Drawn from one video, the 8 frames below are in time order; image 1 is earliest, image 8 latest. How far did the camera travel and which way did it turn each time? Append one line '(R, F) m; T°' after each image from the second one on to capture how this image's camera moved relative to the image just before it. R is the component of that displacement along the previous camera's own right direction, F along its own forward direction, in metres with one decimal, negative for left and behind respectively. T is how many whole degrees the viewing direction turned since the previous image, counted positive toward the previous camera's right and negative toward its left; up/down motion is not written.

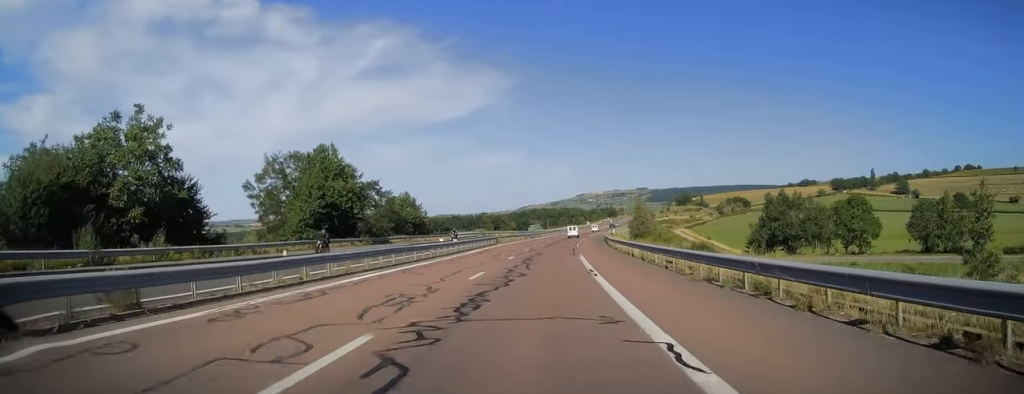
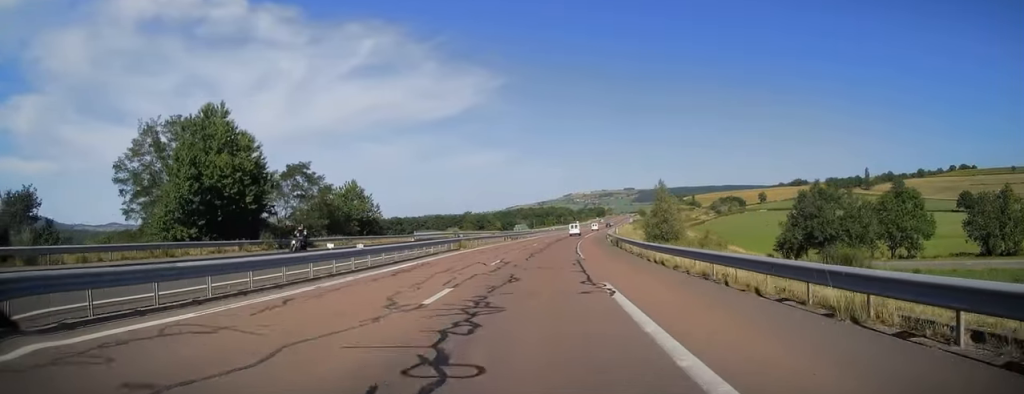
(+0.5, +19.2) m; +2°
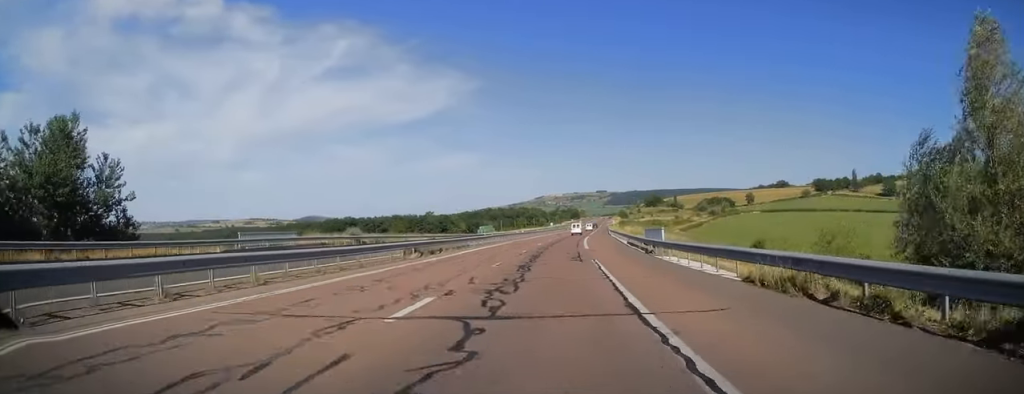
(+1.0, +41.4) m; +3°
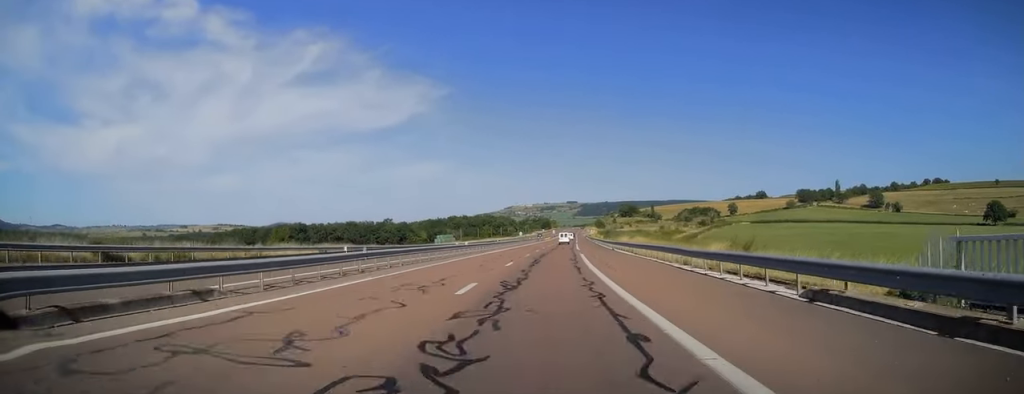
(+0.6, +33.4) m; +2°
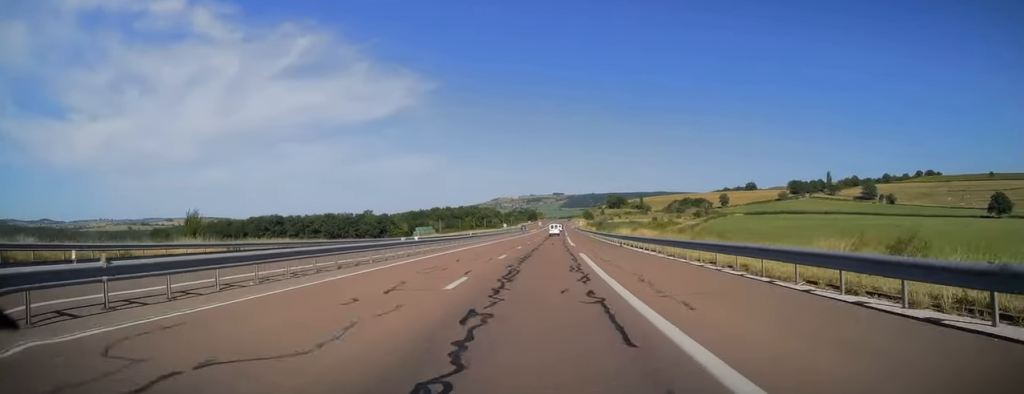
(0.0, +13.7) m; +1°
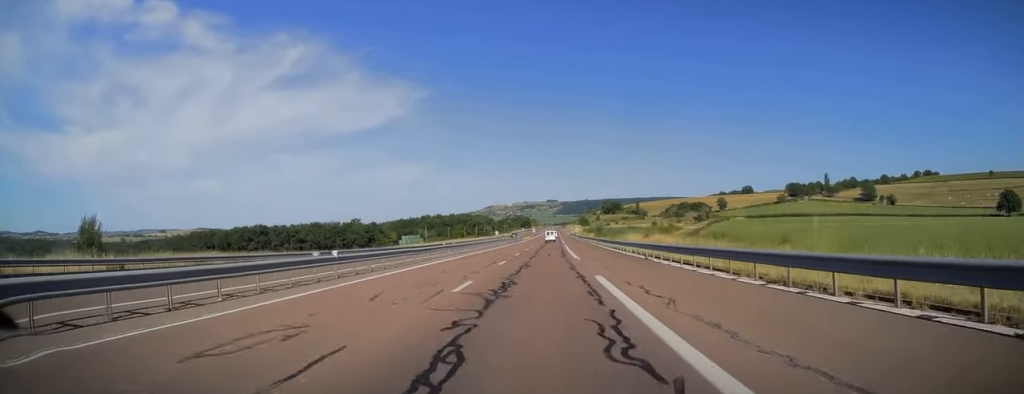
(0.0, +11.8) m; +1°
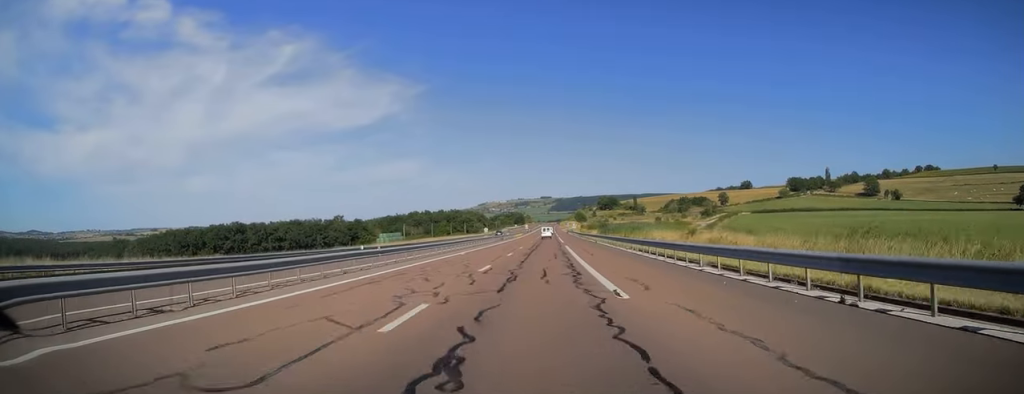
(+0.5, +19.0) m; +1°
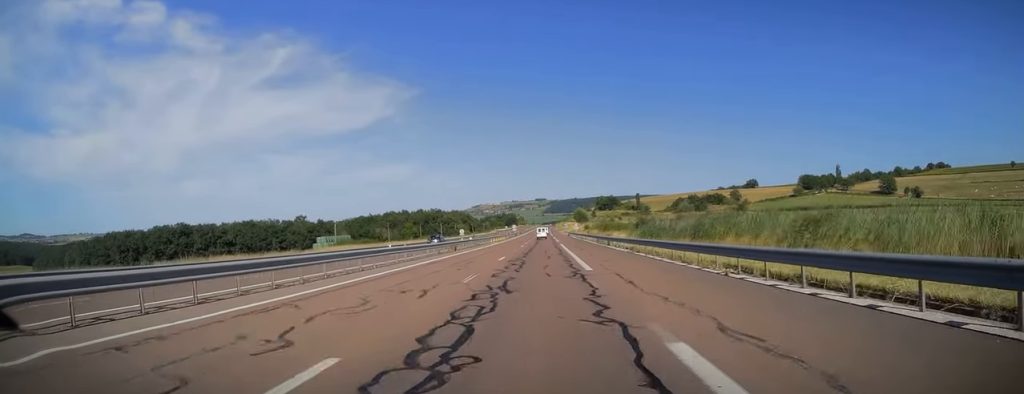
(-0.1, +43.5) m; 0°
